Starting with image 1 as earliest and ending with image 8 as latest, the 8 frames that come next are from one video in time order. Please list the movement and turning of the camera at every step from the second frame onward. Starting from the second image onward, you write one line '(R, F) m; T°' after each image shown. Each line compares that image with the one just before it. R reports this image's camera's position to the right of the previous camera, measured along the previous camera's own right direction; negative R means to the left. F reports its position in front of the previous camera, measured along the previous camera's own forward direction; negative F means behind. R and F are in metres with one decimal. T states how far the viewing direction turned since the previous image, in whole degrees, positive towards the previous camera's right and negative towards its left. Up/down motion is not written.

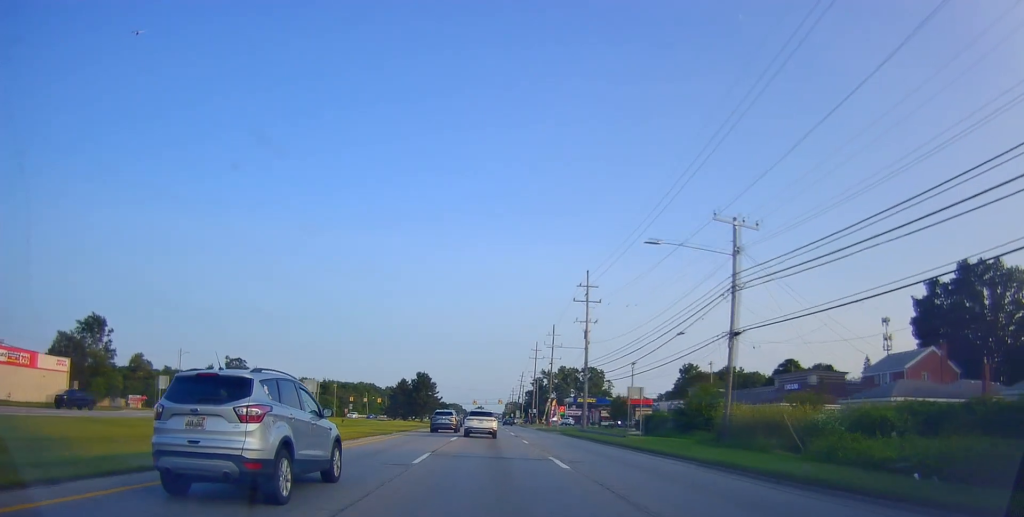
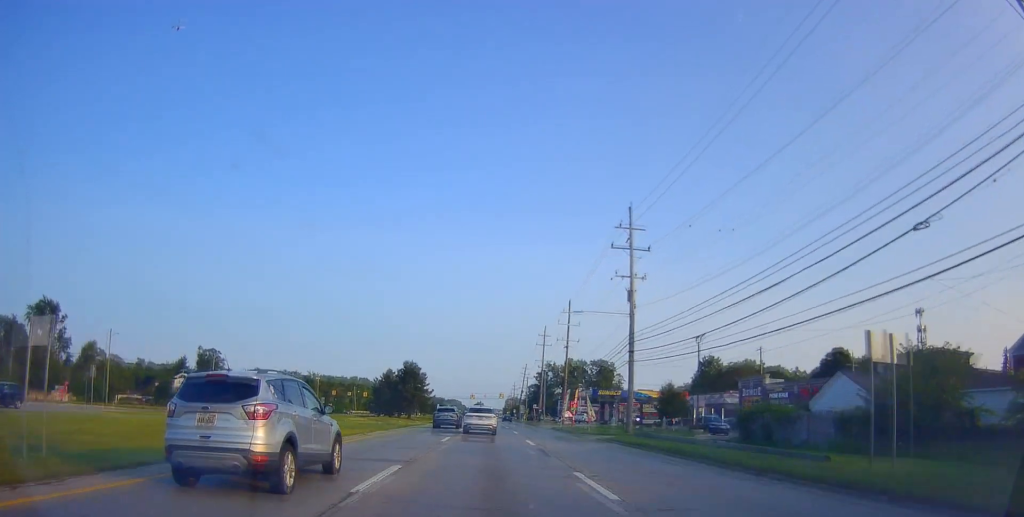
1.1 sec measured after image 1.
(+0.6, +20.6) m; +1°
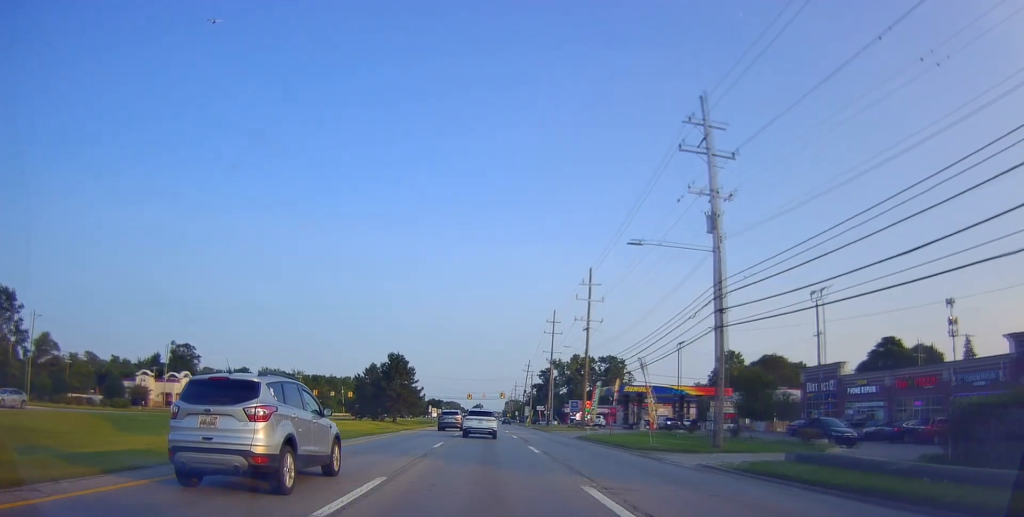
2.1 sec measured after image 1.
(-0.1, +16.9) m; -1°
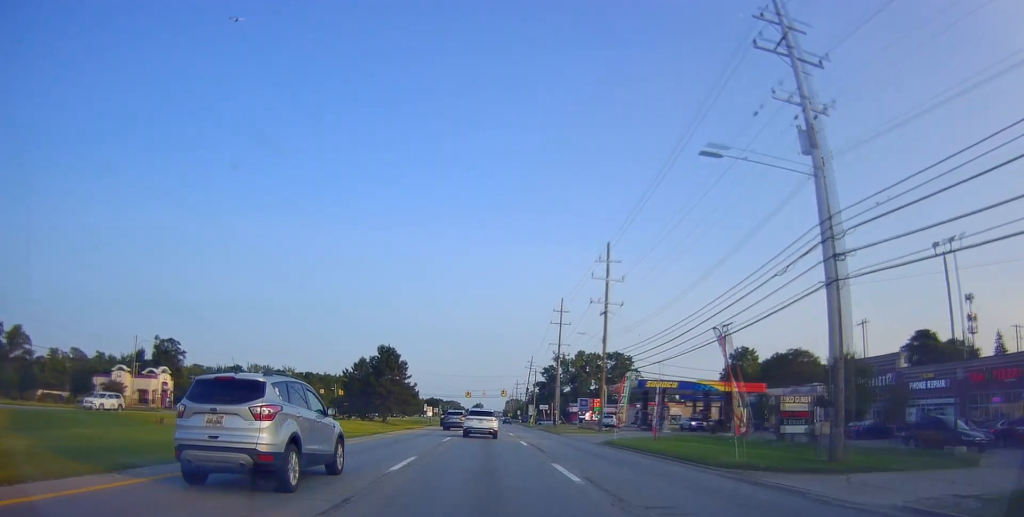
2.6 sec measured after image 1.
(-0.3, +9.7) m; -1°
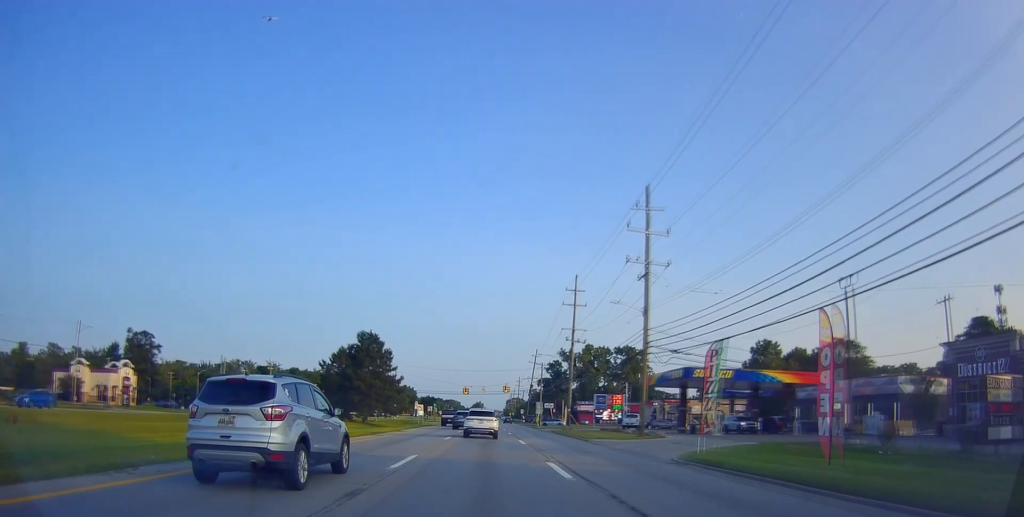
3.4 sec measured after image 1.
(+0.3, +14.5) m; 0°
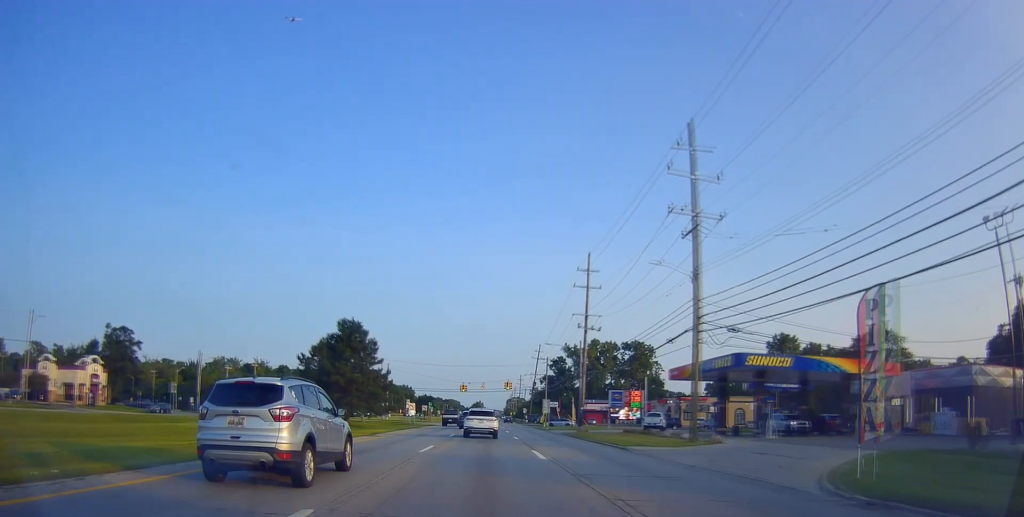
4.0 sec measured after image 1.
(0.0, +10.3) m; 0°
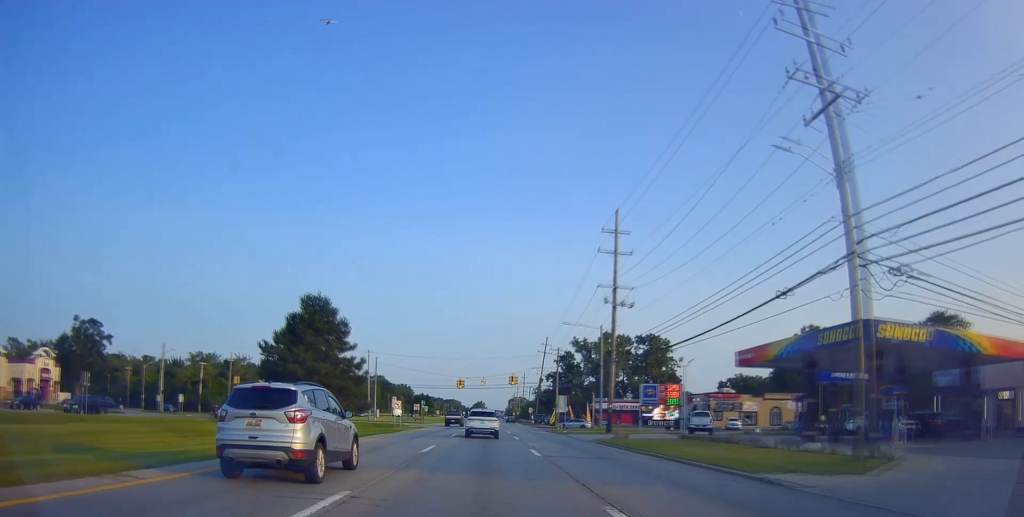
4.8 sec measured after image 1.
(-0.2, +14.6) m; -1°
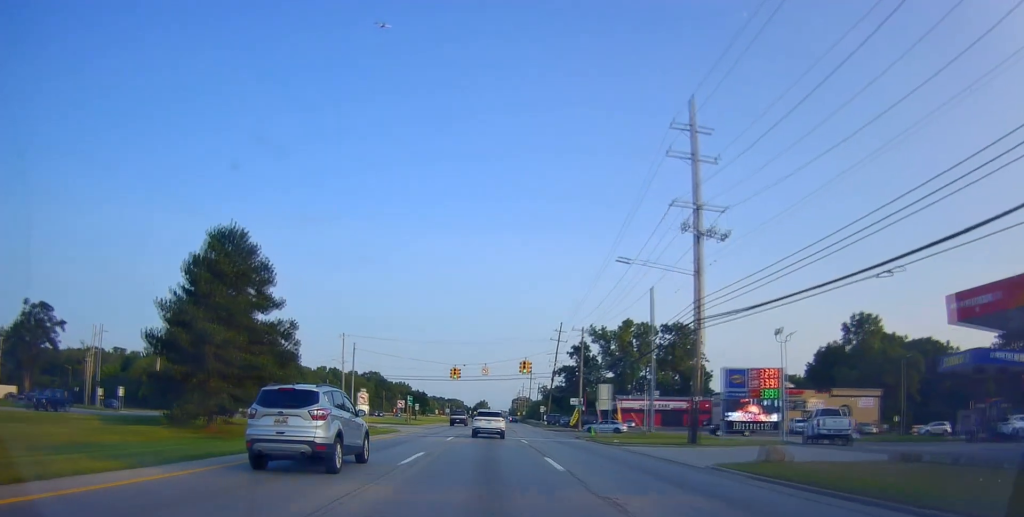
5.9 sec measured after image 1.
(+0.1, +20.5) m; +1°
